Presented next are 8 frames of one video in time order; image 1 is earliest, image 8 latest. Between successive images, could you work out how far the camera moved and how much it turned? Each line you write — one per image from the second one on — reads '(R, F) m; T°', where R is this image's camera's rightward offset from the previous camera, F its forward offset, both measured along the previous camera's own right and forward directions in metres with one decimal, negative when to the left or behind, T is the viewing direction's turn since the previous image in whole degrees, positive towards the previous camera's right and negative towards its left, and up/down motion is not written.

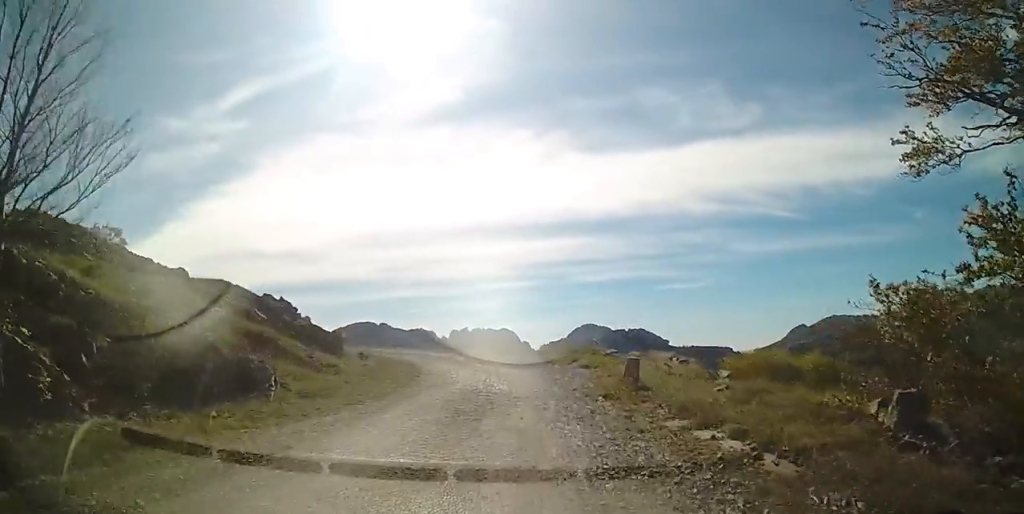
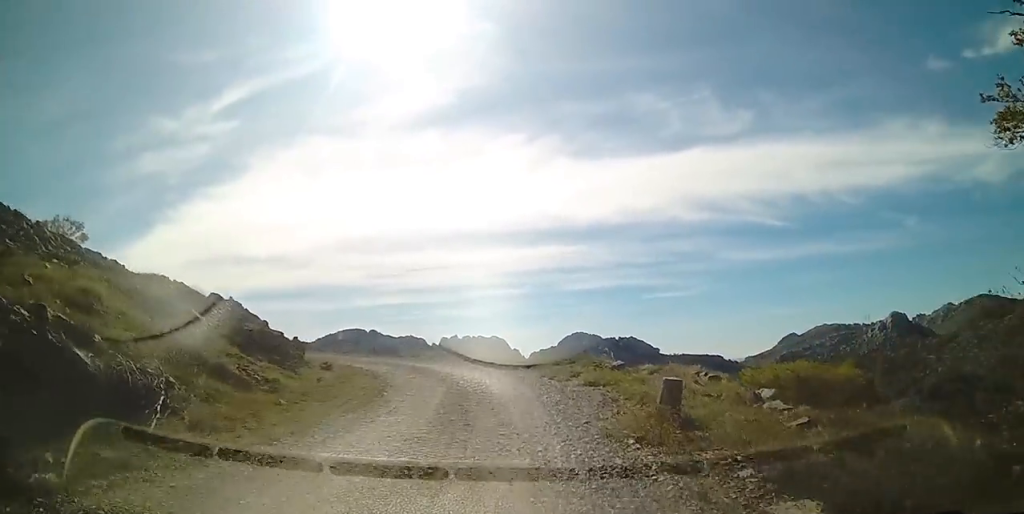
(0.0, +3.1) m; 0°
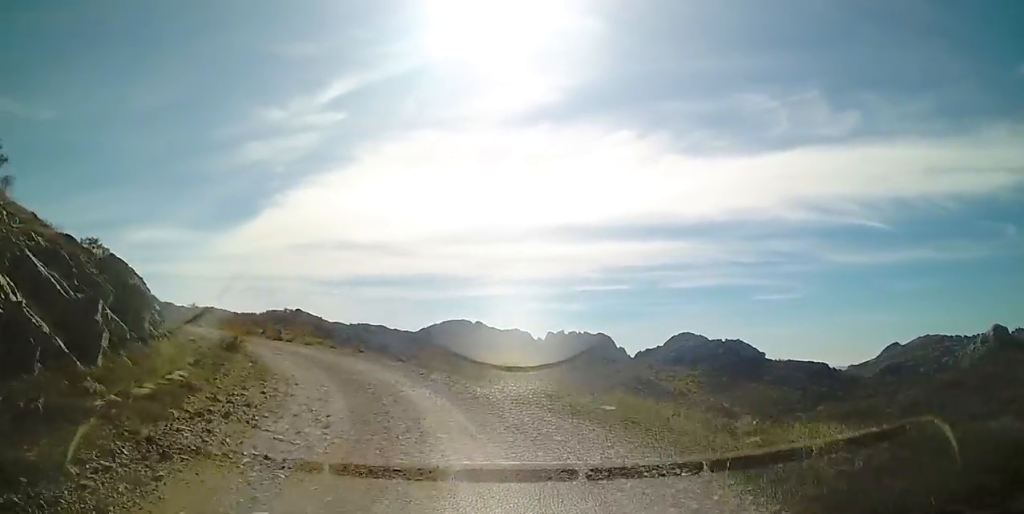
(-1.2, +14.6) m; -13°
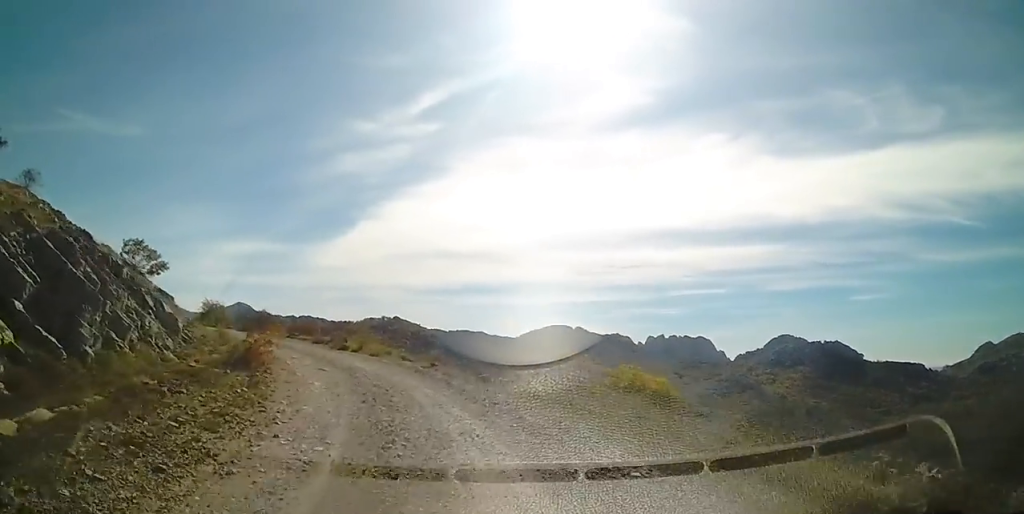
(-0.4, +6.0) m; -8°
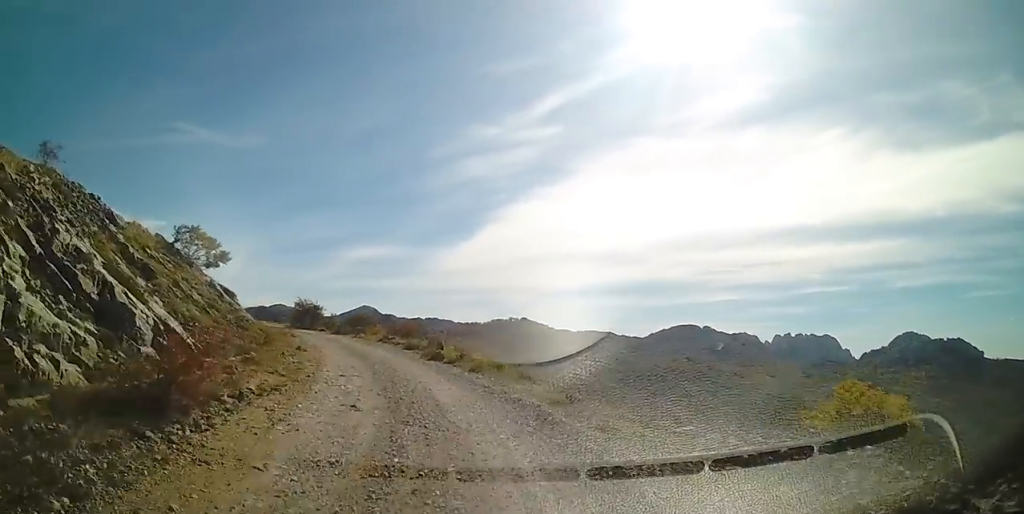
(-0.8, +7.8) m; -12°
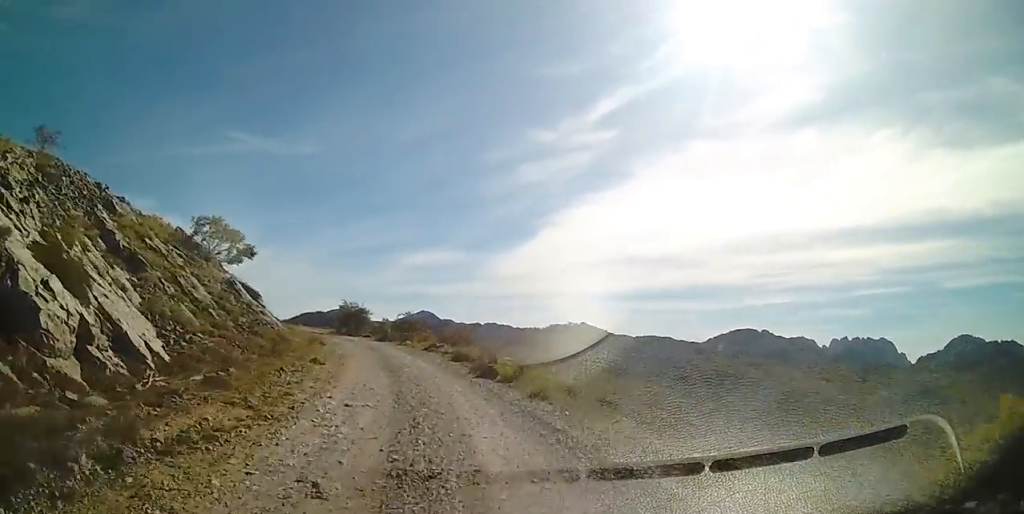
(-0.2, +3.9) m; -6°
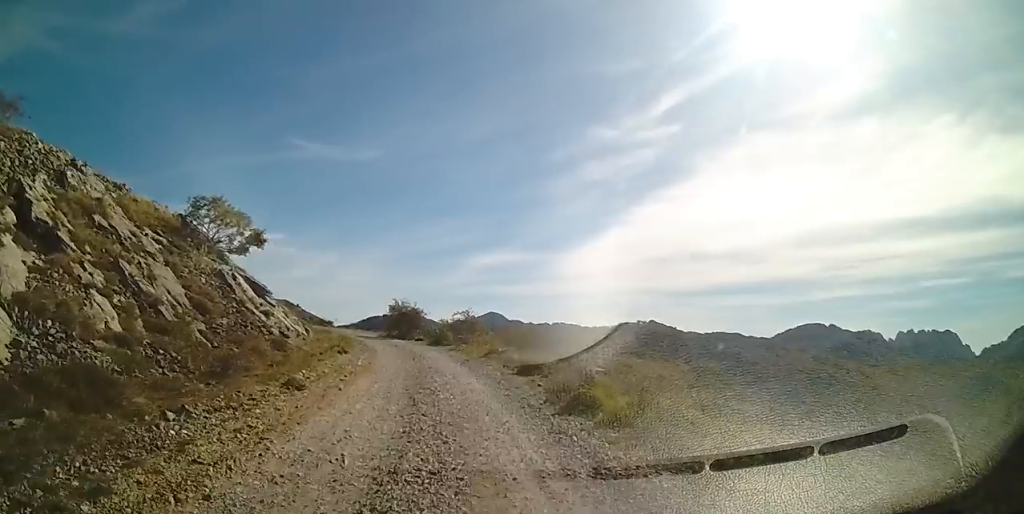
(-0.4, +5.9) m; -4°
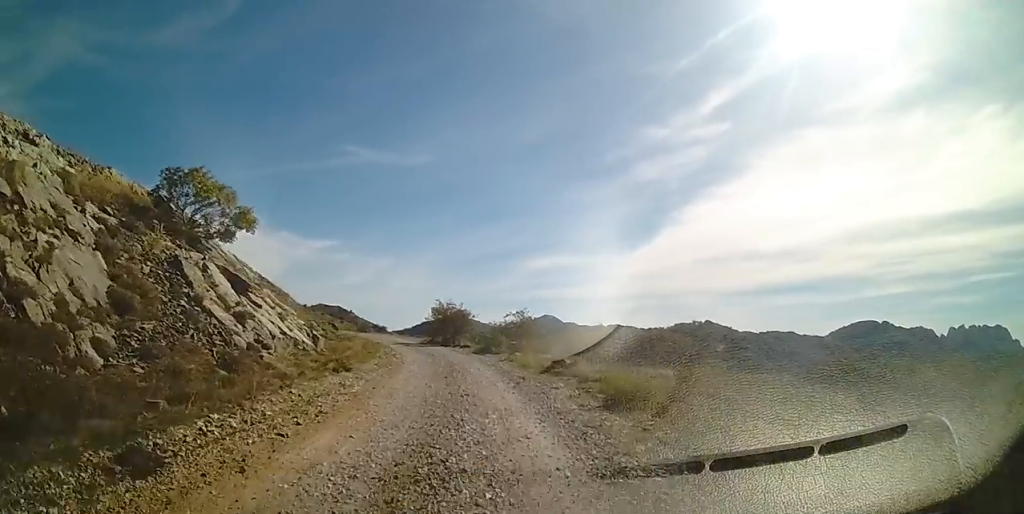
(0.0, +5.4) m; -4°
